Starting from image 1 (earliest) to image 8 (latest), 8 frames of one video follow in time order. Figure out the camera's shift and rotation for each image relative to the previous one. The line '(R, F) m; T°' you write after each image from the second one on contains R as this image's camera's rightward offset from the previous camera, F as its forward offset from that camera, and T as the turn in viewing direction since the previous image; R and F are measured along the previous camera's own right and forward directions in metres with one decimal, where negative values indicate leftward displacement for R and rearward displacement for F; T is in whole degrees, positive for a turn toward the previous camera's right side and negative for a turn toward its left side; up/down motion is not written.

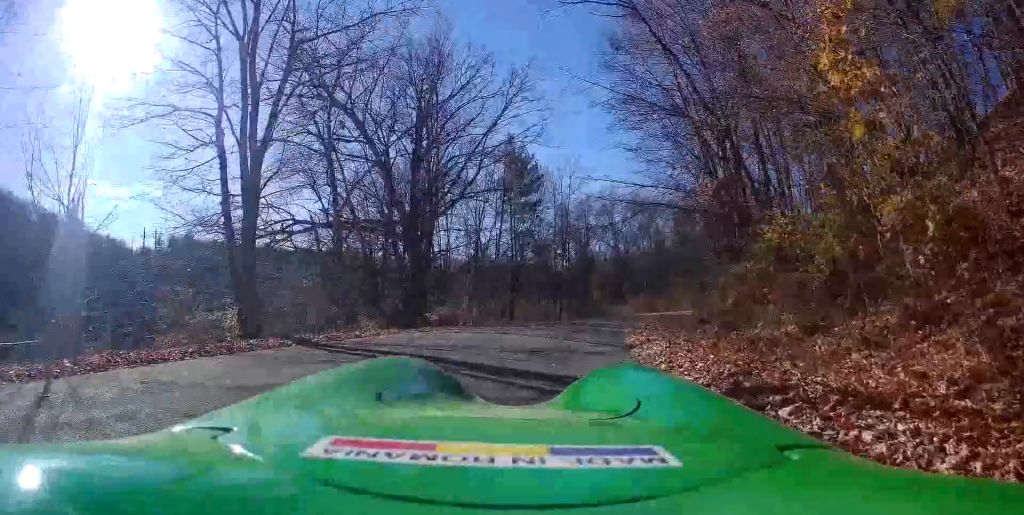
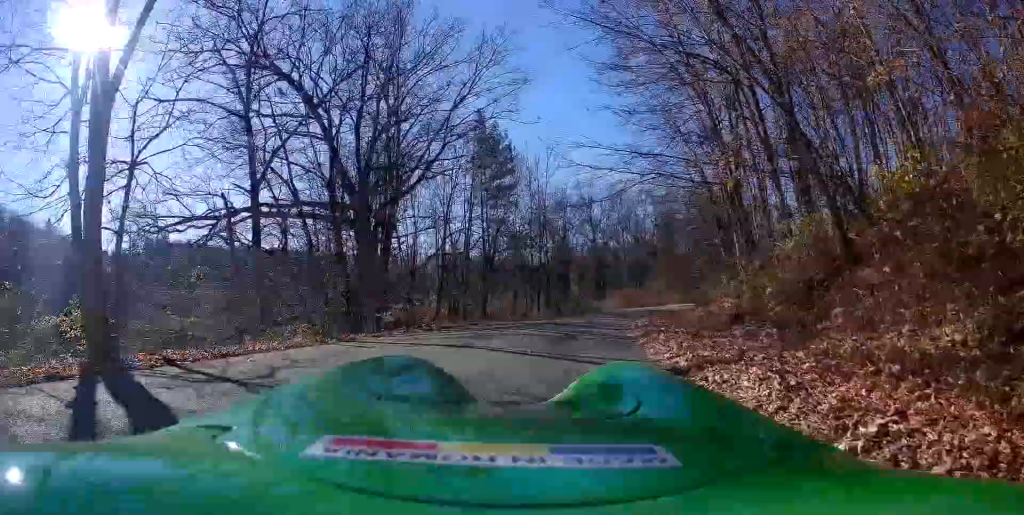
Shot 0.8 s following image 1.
(+0.5, +4.9) m; +7°
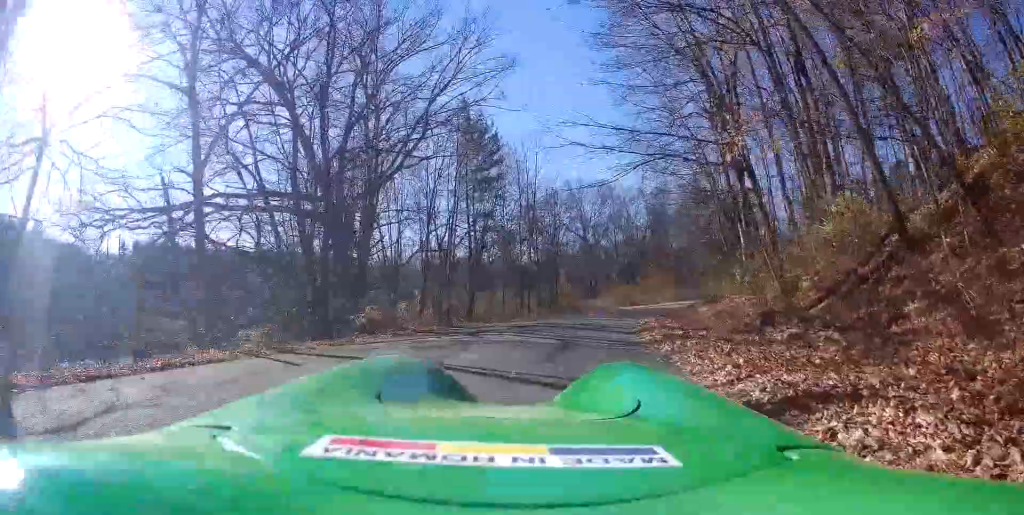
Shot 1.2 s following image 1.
(+0.3, +3.4) m; +4°
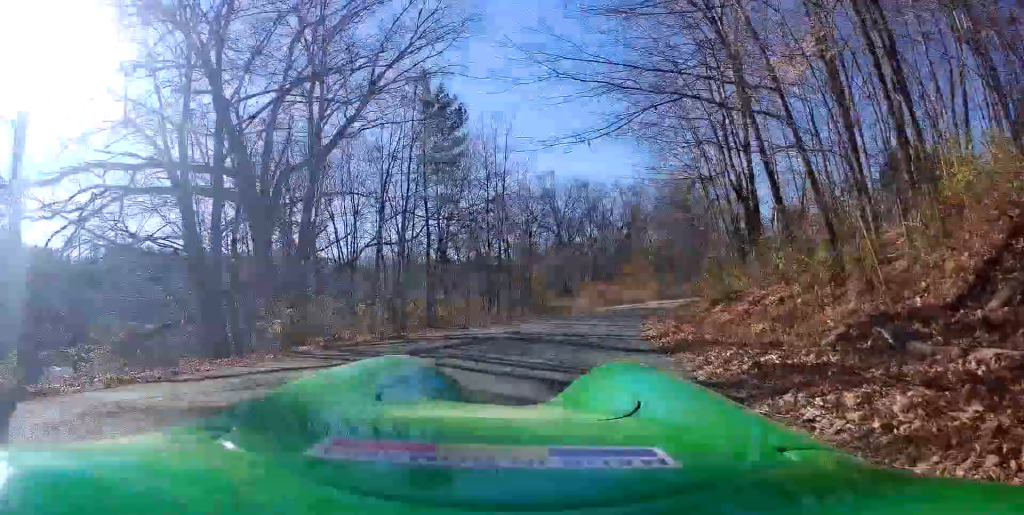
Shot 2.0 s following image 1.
(0.0, +5.0) m; 0°
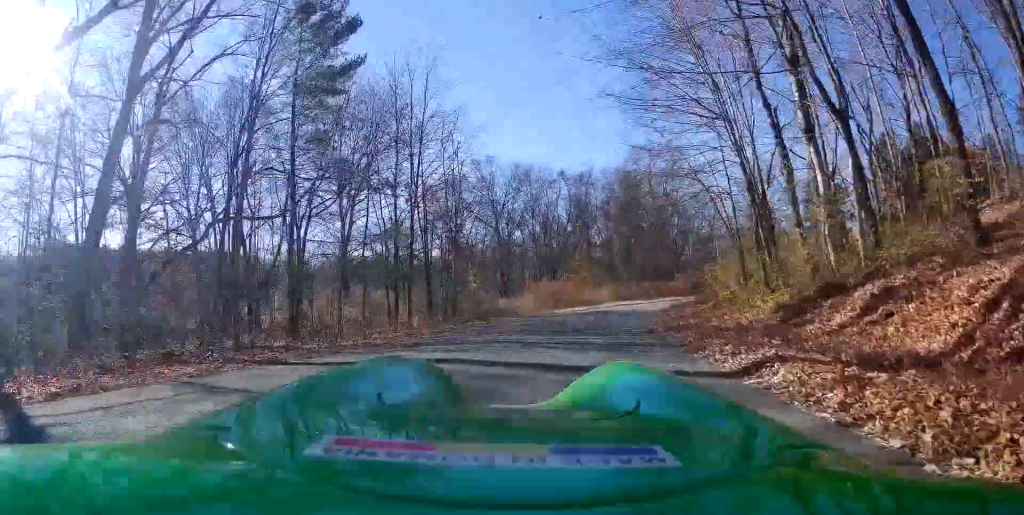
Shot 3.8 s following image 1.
(+0.4, +12.6) m; +8°
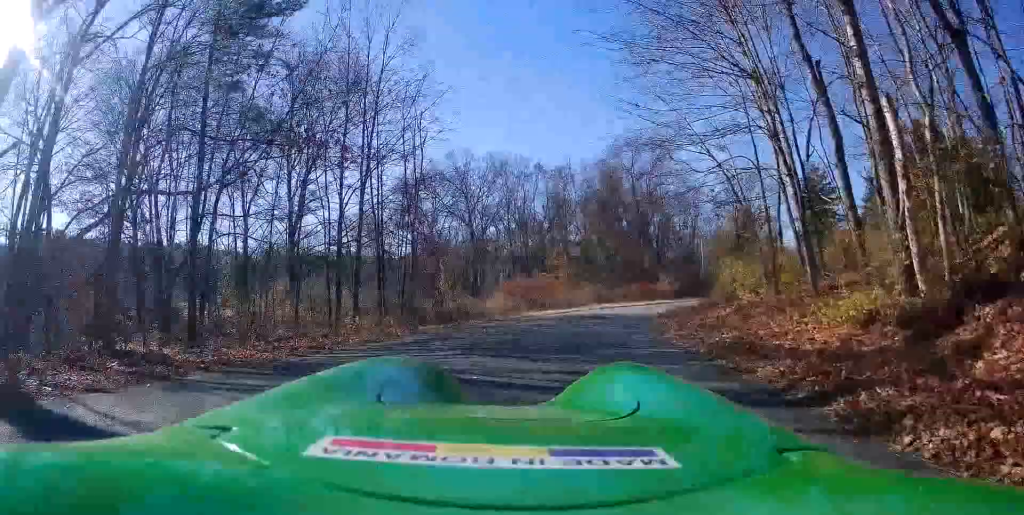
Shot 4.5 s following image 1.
(+0.3, +5.7) m; +7°
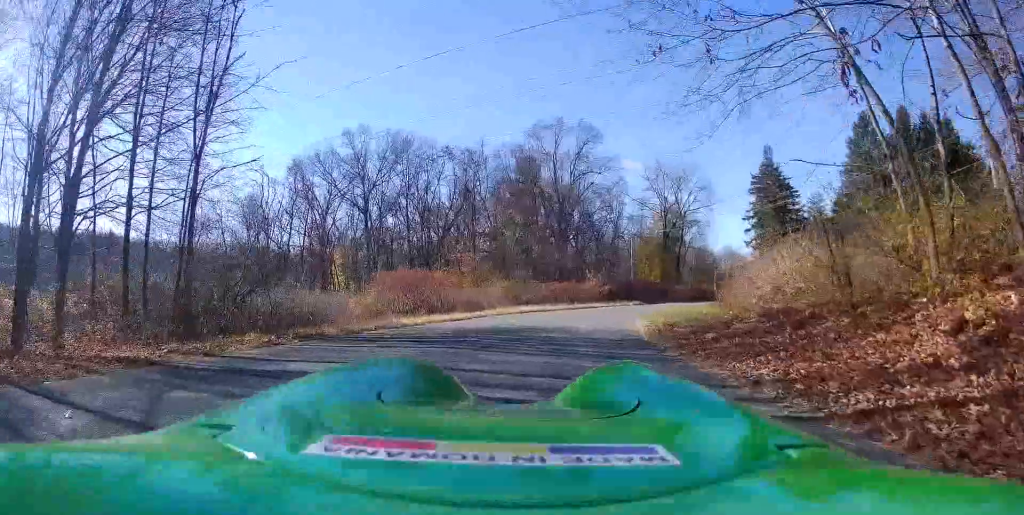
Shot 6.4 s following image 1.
(+1.2, +15.4) m; +1°
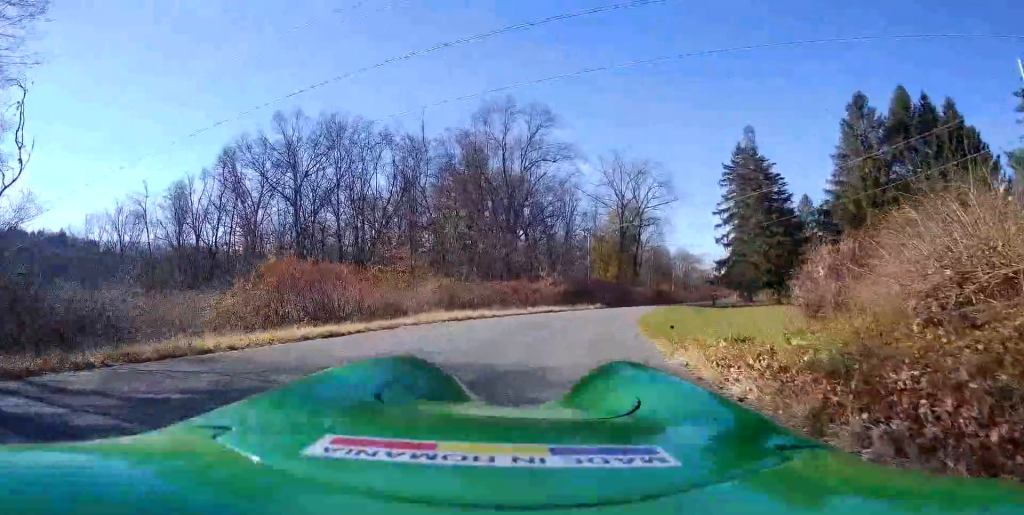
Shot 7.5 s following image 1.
(-0.5, +9.1) m; -4°
